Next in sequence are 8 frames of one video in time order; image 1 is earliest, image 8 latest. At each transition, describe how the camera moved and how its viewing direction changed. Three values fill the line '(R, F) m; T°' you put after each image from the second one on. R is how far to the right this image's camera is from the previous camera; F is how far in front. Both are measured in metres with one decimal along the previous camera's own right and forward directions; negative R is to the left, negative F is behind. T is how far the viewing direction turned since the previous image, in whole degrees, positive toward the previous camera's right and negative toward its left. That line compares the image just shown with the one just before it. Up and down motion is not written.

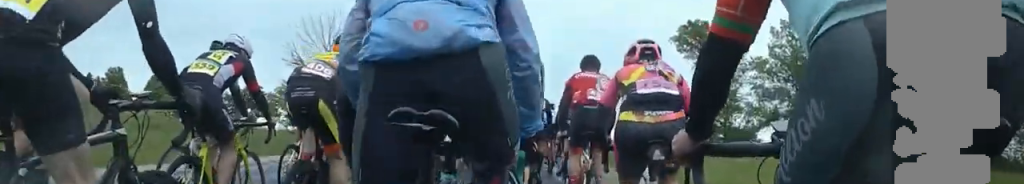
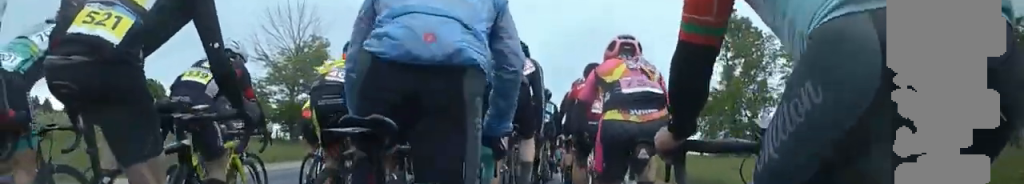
(-0.6, +8.4) m; 0°
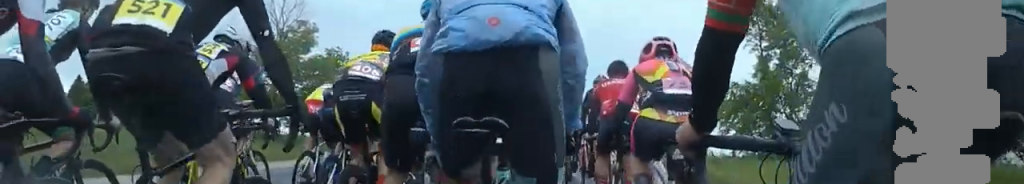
(+0.6, +6.1) m; -1°
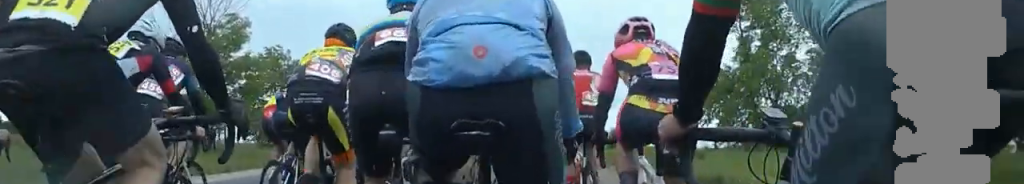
(-0.8, +5.0) m; 0°
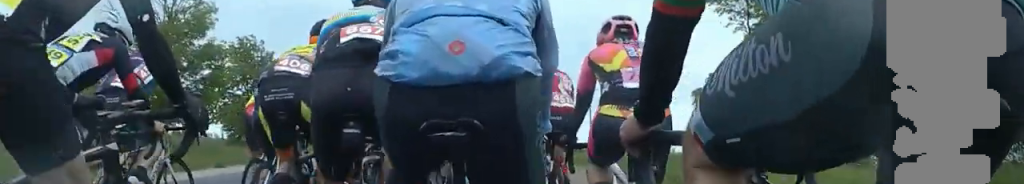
(+0.5, +3.8) m; 0°
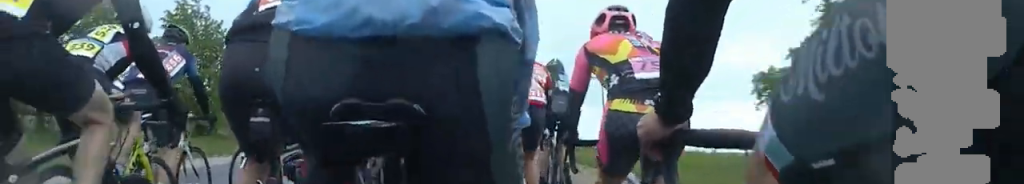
(-0.2, +11.7) m; 0°
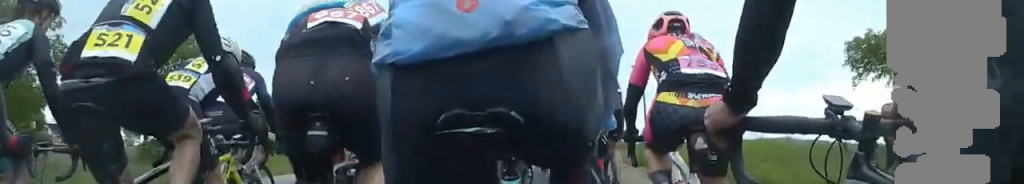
(+0.1, +8.5) m; +2°
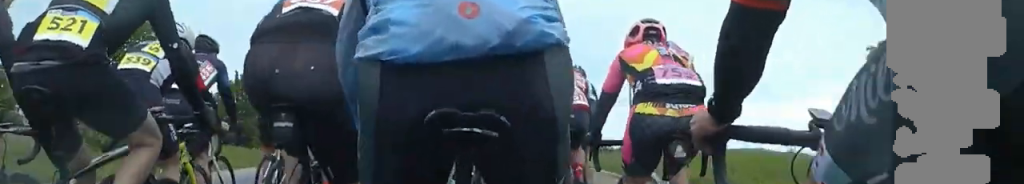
(-0.1, +4.3) m; 0°
